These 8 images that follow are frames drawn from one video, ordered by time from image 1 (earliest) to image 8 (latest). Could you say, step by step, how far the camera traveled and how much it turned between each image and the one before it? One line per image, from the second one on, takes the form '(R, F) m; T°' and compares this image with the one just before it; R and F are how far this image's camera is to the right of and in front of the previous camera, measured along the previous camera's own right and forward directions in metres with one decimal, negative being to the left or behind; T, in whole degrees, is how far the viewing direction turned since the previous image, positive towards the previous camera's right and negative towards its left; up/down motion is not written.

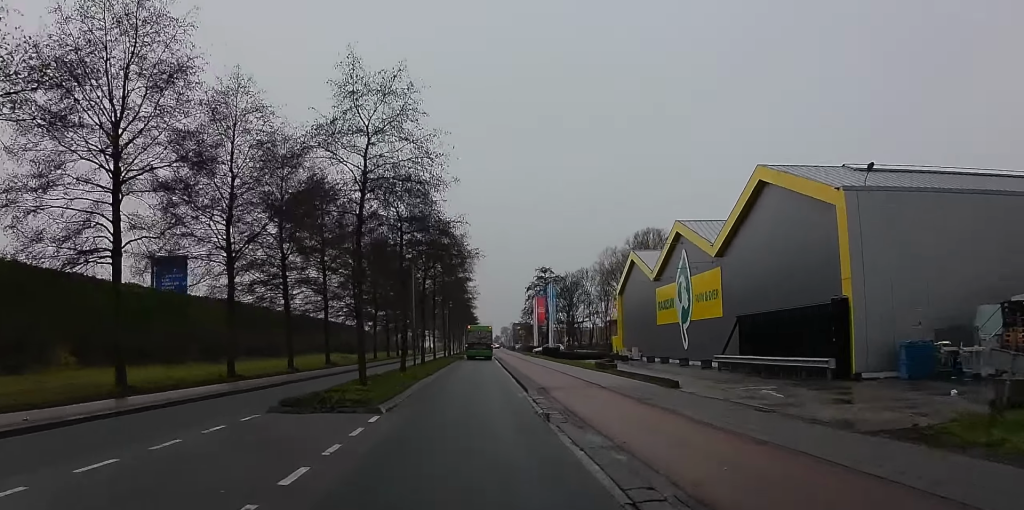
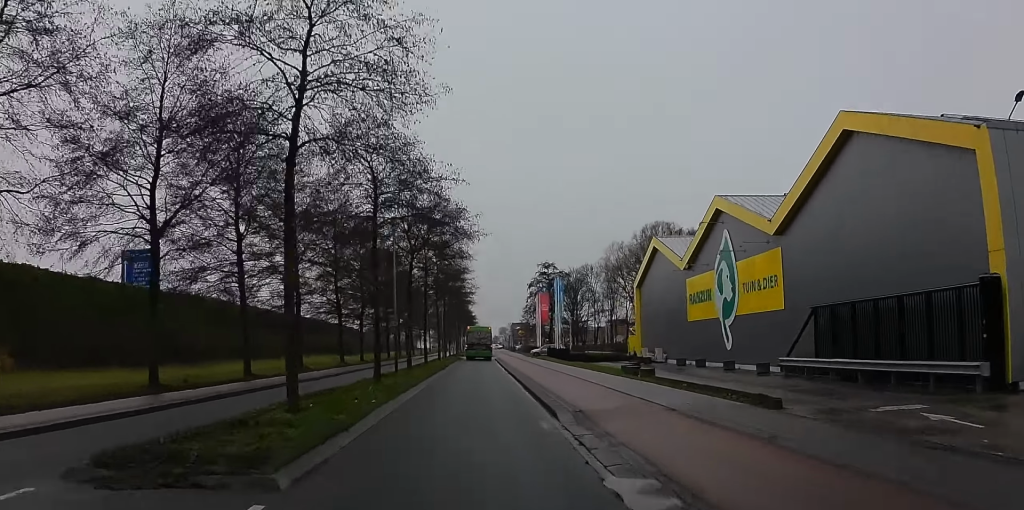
(-0.1, +8.2) m; +1°
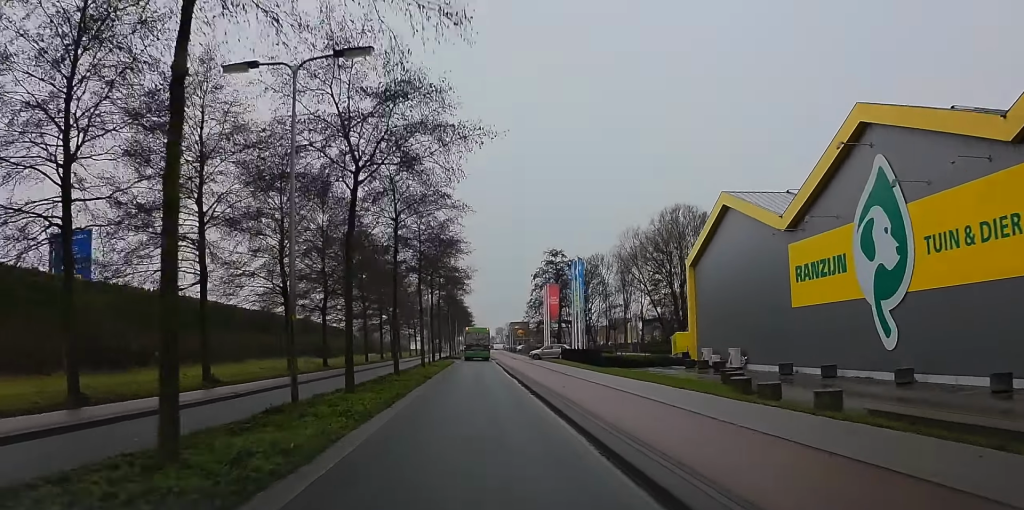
(+0.5, +15.7) m; +3°
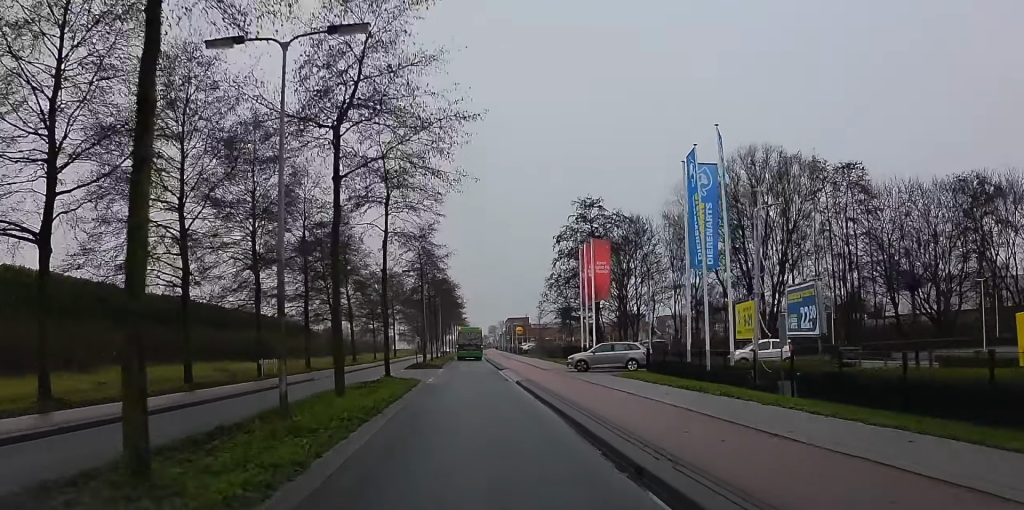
(-0.7, +34.5) m; -3°
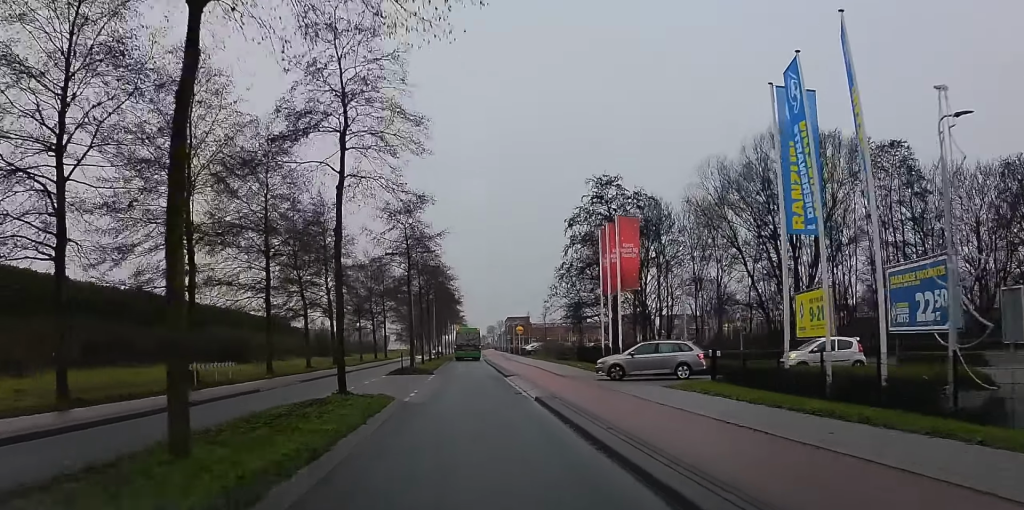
(0.0, +8.9) m; 0°
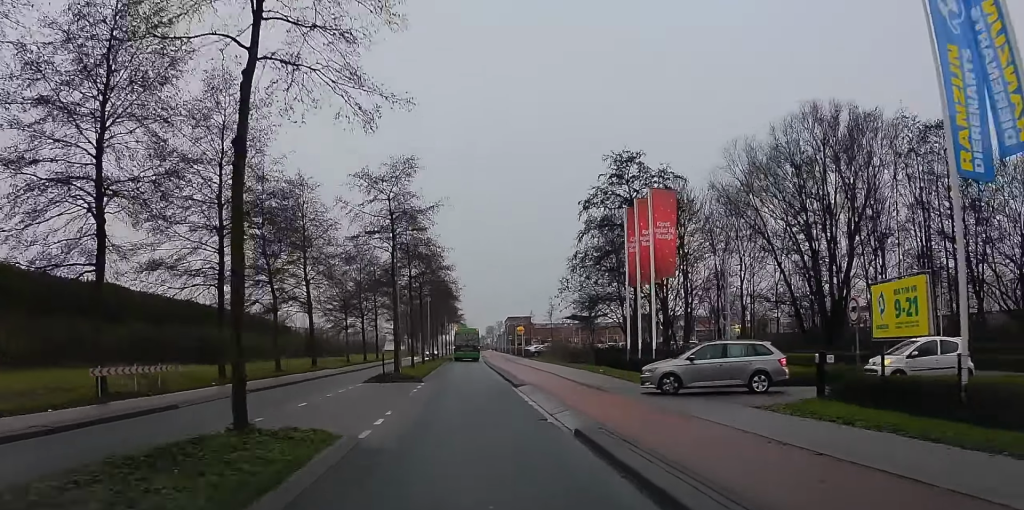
(0.0, +7.2) m; -1°
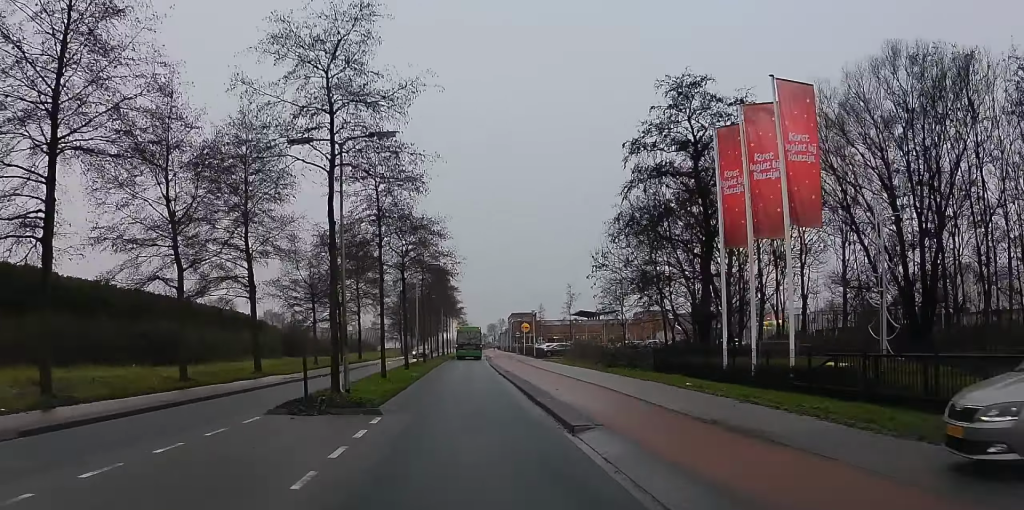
(-0.2, +13.7) m; -3°
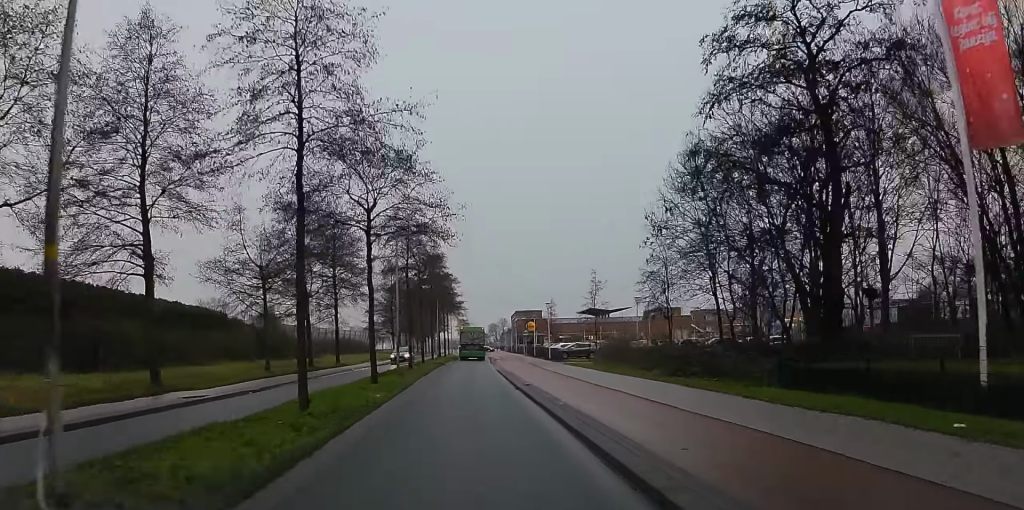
(-0.4, +12.6) m; -1°
